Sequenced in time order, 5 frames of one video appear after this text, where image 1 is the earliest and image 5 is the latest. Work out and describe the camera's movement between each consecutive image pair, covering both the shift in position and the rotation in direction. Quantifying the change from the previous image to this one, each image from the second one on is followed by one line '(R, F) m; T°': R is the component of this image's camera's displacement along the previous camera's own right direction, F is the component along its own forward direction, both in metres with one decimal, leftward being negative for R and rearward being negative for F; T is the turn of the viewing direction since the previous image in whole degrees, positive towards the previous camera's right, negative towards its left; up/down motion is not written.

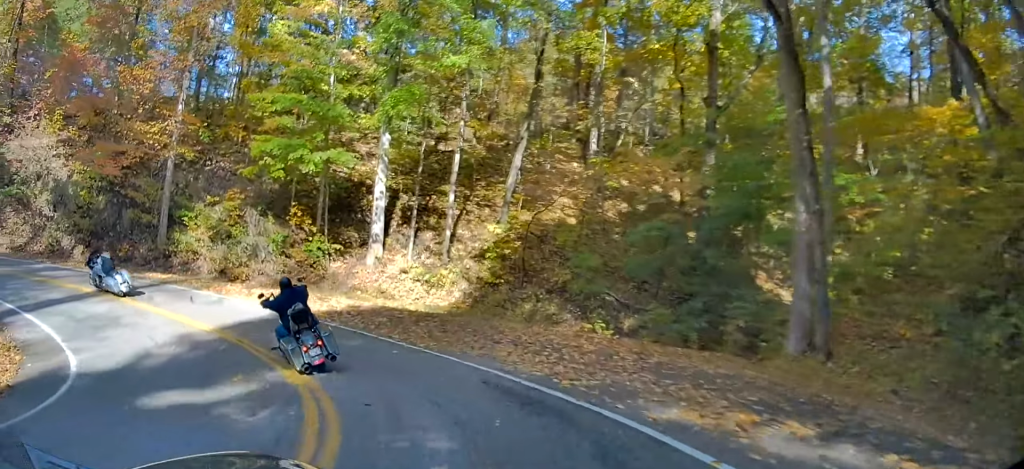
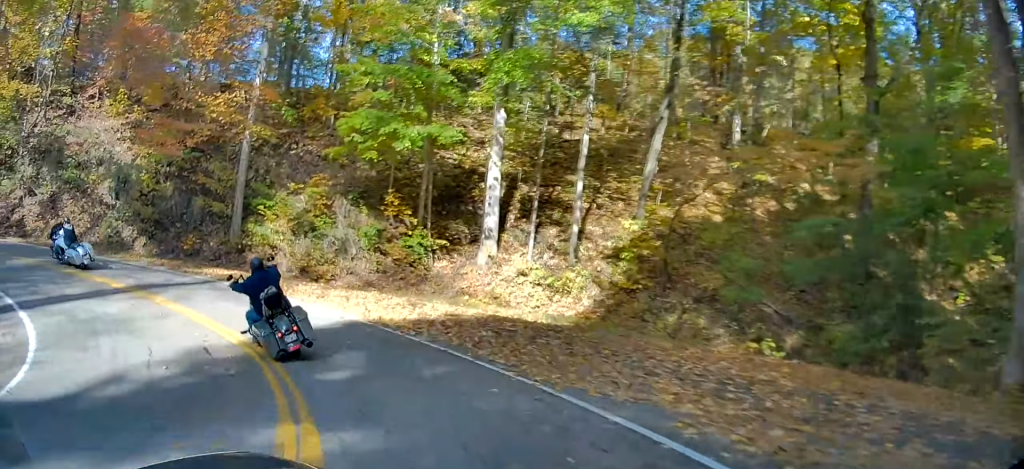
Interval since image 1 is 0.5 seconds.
(0.0, +4.0) m; -8°
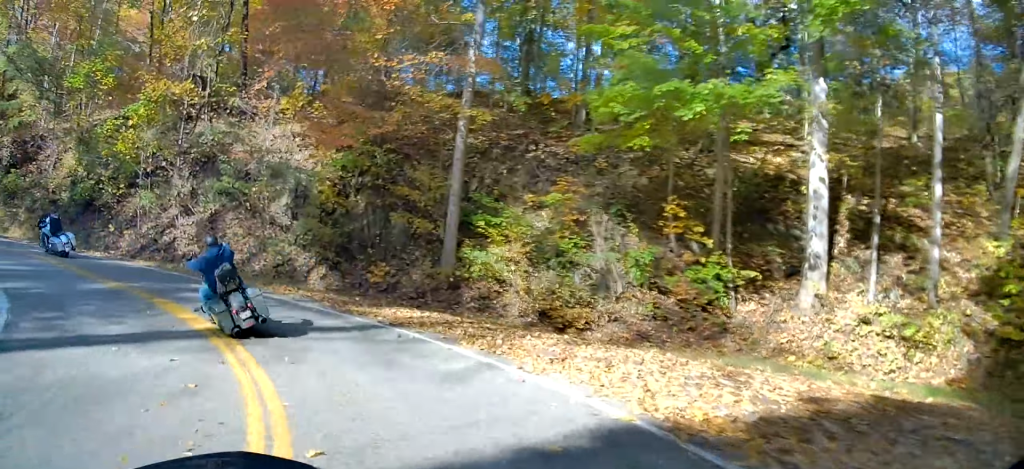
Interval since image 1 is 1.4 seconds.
(-1.2, +5.8) m; -21°
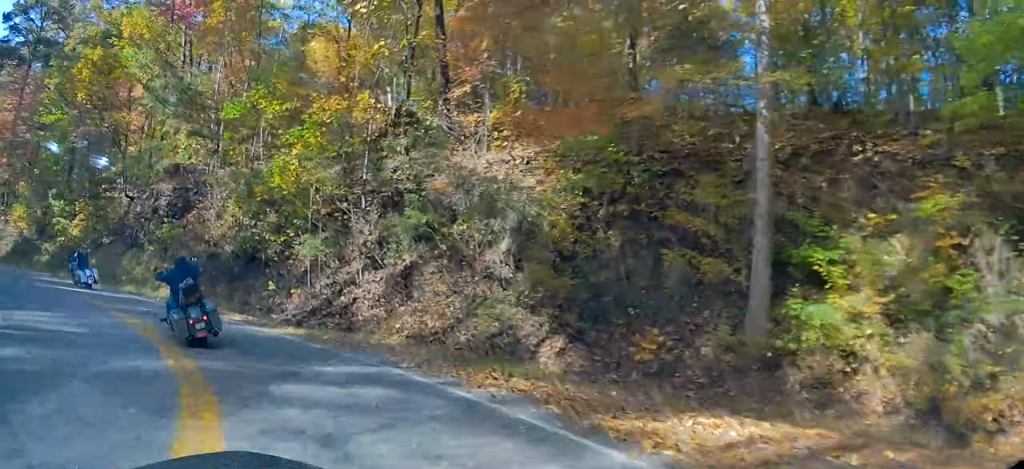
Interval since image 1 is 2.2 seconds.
(-1.0, +4.7) m; -23°
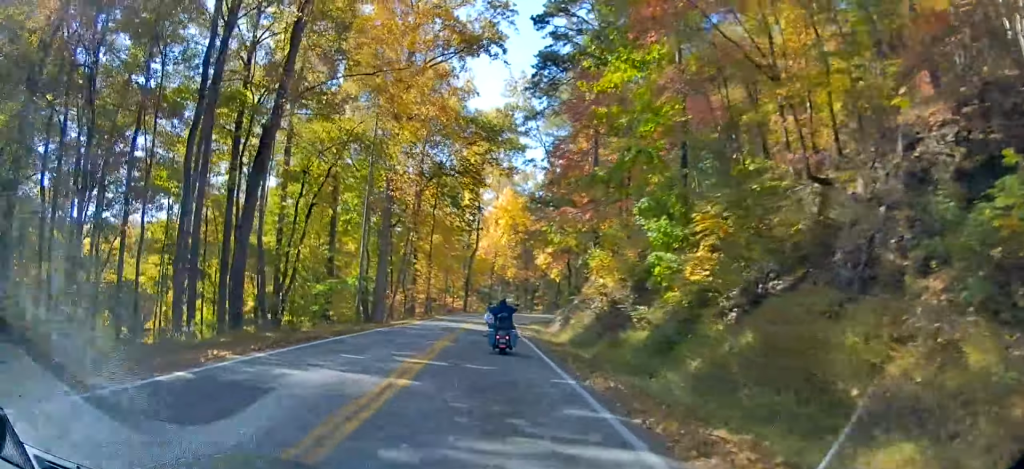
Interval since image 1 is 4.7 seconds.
(-10.2, +10.8) m; -62°
